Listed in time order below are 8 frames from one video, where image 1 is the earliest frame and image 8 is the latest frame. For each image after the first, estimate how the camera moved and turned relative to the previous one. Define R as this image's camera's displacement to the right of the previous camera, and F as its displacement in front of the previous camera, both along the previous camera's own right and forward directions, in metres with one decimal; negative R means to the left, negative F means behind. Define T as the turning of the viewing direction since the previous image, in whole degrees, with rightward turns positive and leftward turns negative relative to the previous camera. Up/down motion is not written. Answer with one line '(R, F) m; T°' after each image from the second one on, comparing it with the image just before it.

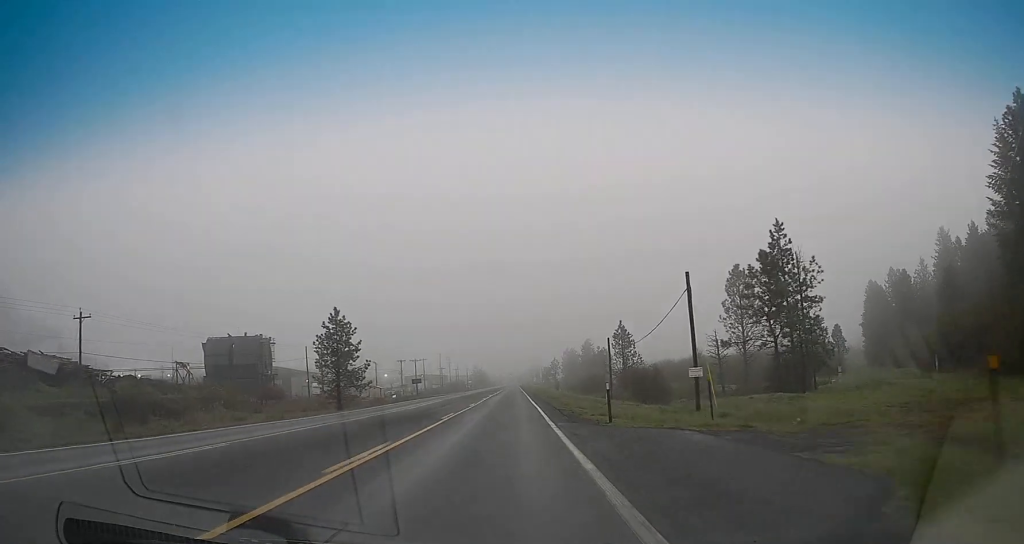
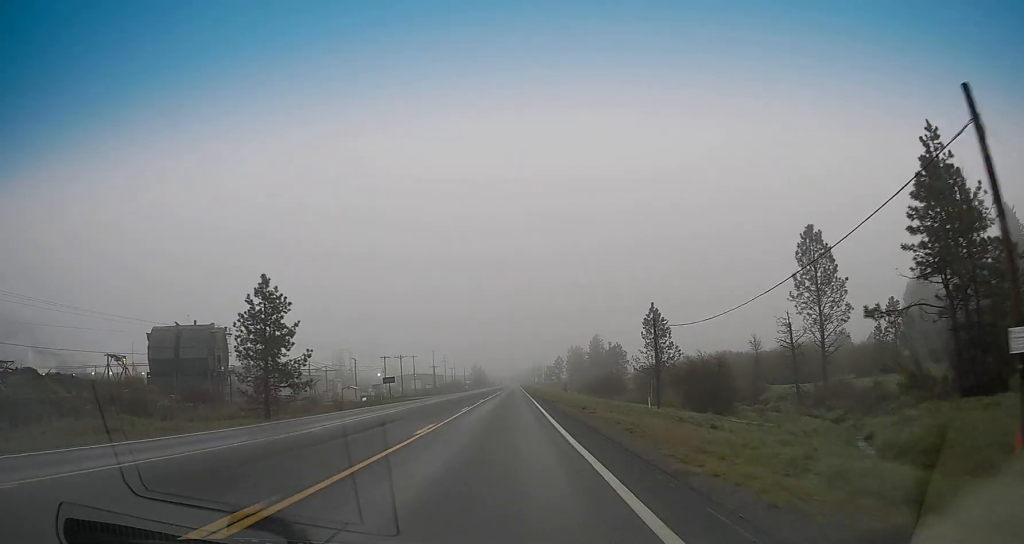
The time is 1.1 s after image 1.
(0.0, +22.7) m; 0°
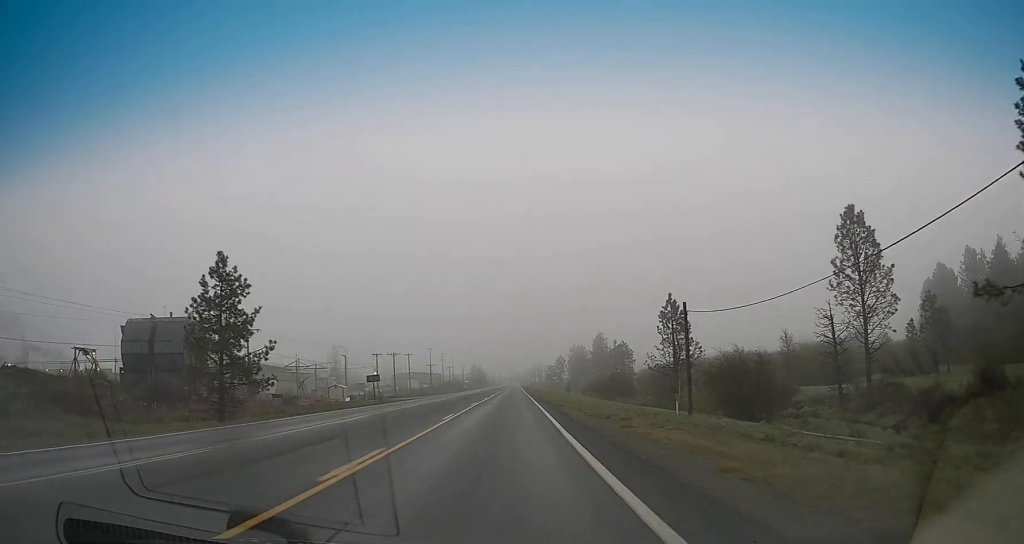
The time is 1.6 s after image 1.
(-0.3, +8.6) m; 0°
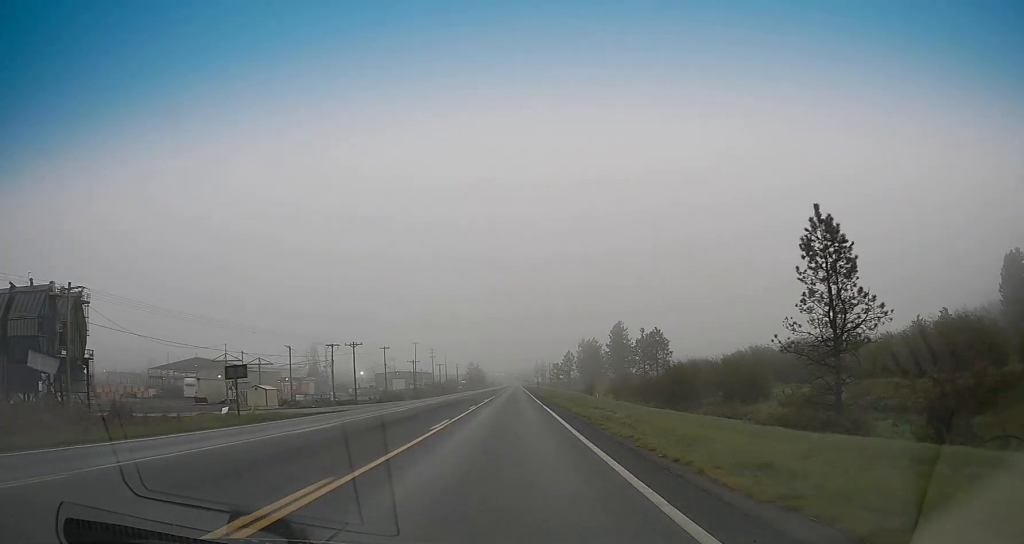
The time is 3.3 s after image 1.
(+1.4, +35.2) m; +1°
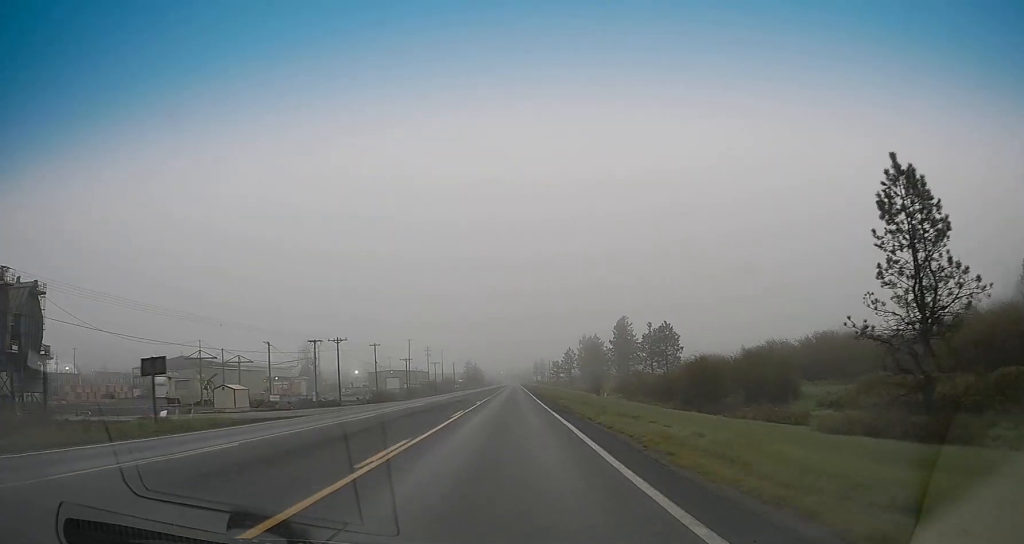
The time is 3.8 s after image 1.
(-0.1, +8.6) m; -1°
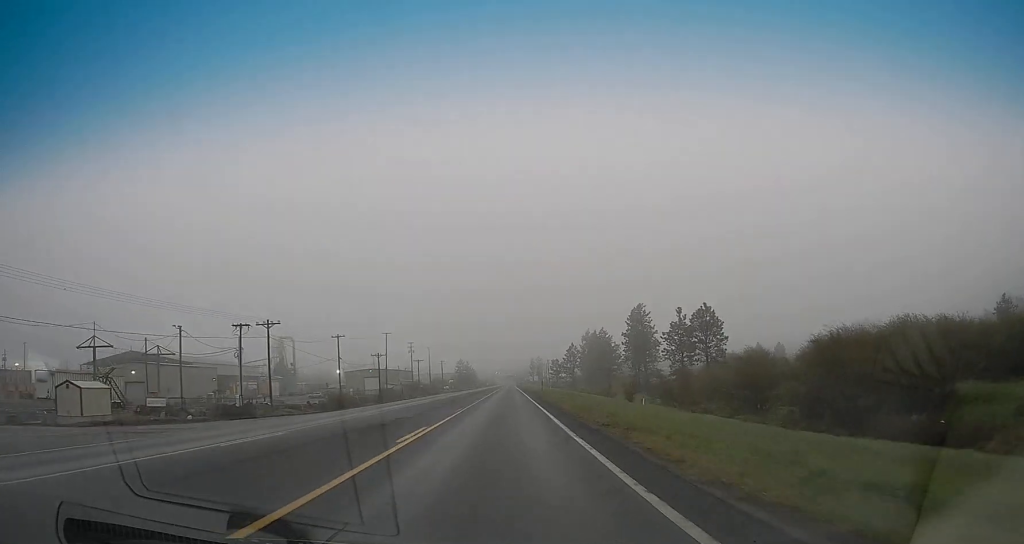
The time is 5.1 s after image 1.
(-0.4, +25.9) m; 0°
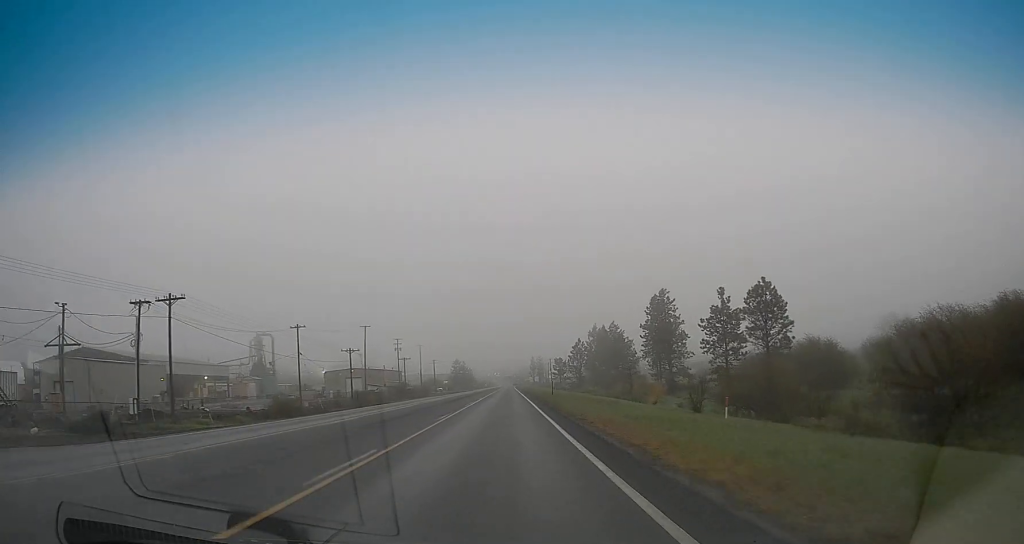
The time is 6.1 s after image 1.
(+0.1, +21.3) m; 0°
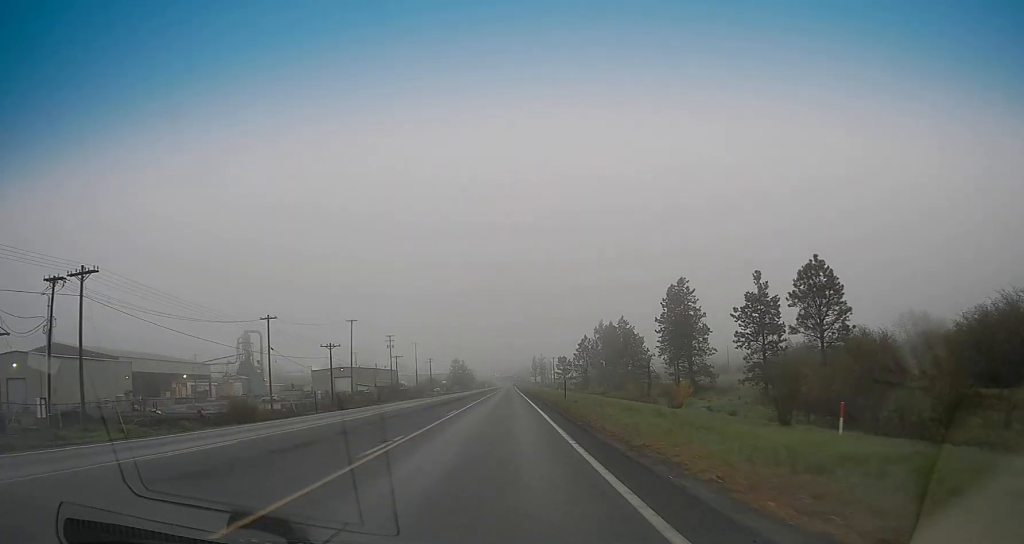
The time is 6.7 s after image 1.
(-0.1, +12.0) m; 0°
